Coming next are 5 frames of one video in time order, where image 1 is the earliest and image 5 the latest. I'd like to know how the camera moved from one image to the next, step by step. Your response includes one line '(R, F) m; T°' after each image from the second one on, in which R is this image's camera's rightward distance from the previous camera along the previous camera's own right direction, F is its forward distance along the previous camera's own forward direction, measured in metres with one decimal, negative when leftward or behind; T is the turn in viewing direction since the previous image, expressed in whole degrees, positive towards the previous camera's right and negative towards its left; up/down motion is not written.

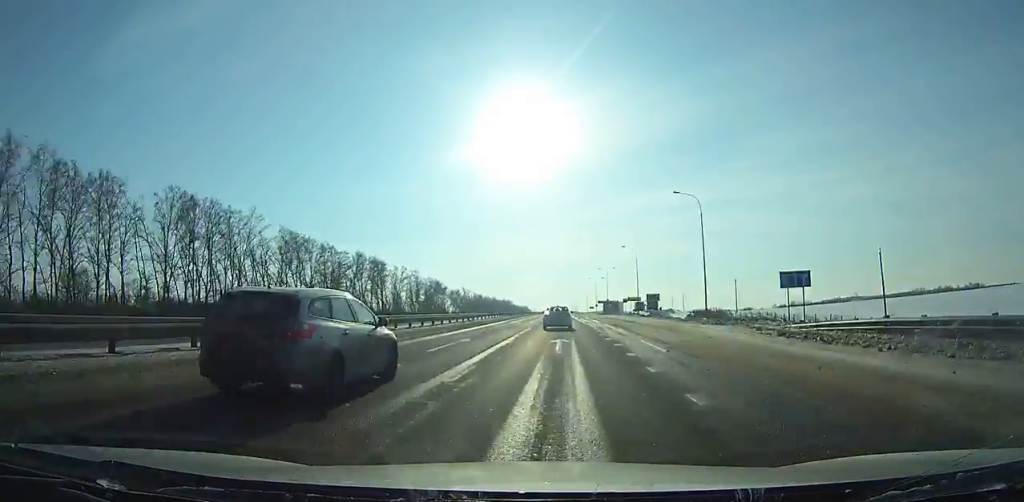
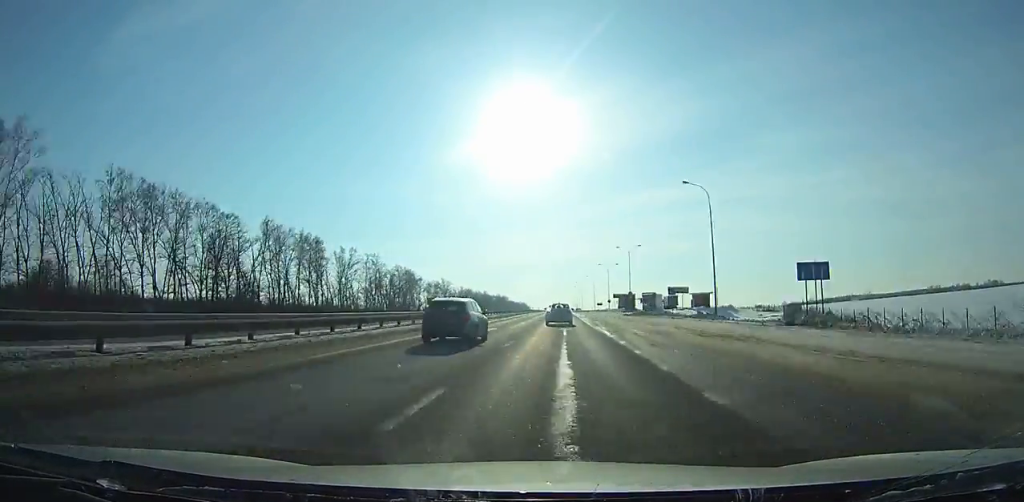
(-0.2, +51.7) m; 0°
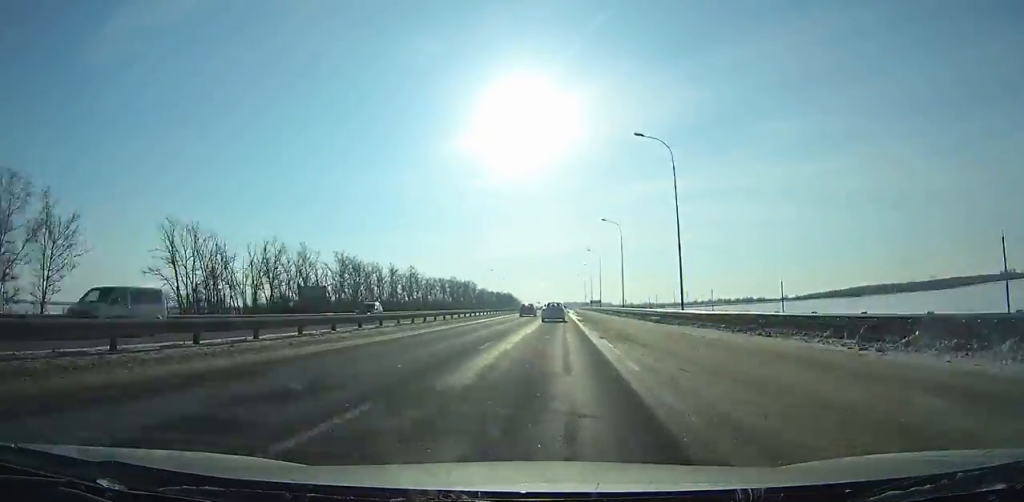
(+1.6, +204.3) m; 0°
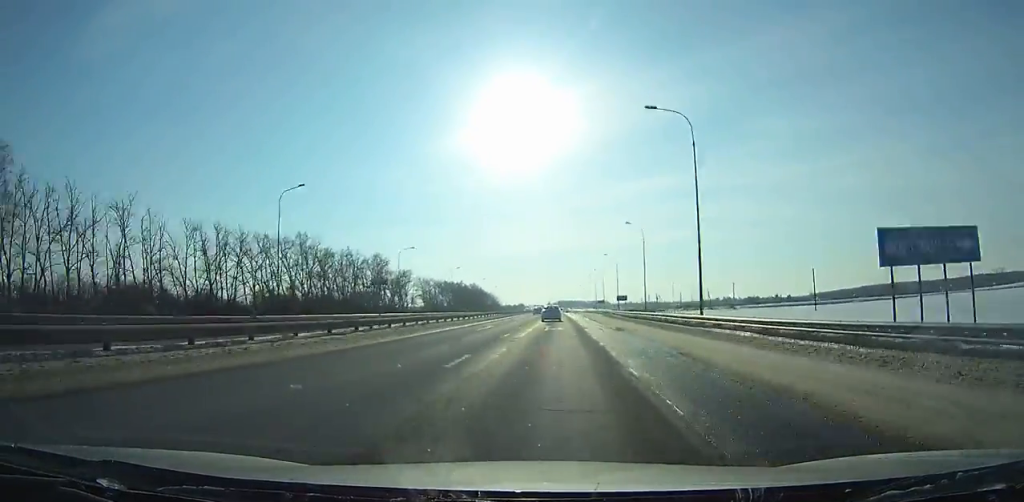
(-1.0, +172.4) m; +1°
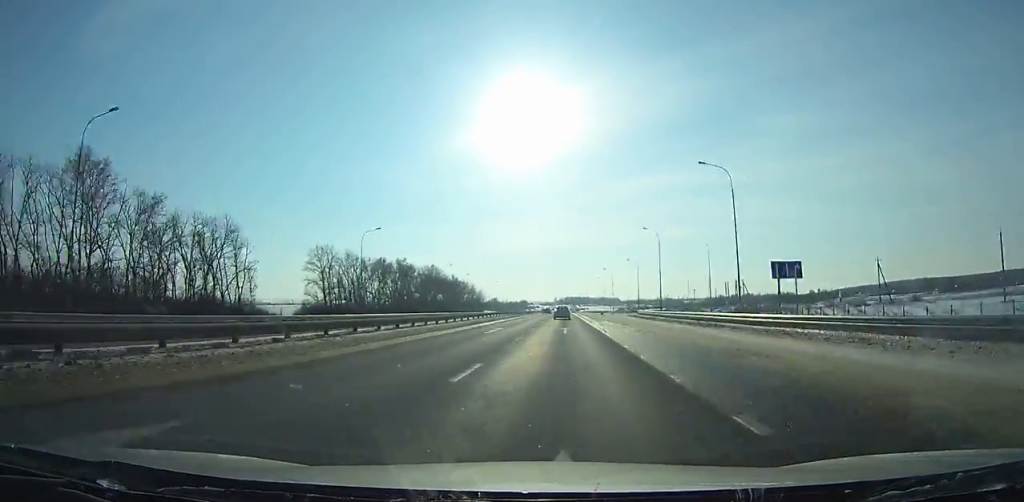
(+1.1, +122.3) m; 0°
